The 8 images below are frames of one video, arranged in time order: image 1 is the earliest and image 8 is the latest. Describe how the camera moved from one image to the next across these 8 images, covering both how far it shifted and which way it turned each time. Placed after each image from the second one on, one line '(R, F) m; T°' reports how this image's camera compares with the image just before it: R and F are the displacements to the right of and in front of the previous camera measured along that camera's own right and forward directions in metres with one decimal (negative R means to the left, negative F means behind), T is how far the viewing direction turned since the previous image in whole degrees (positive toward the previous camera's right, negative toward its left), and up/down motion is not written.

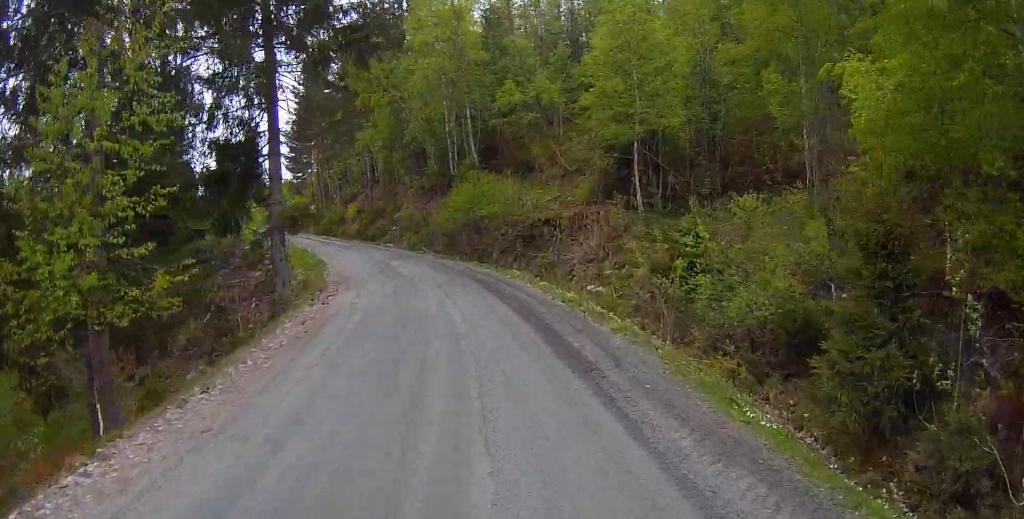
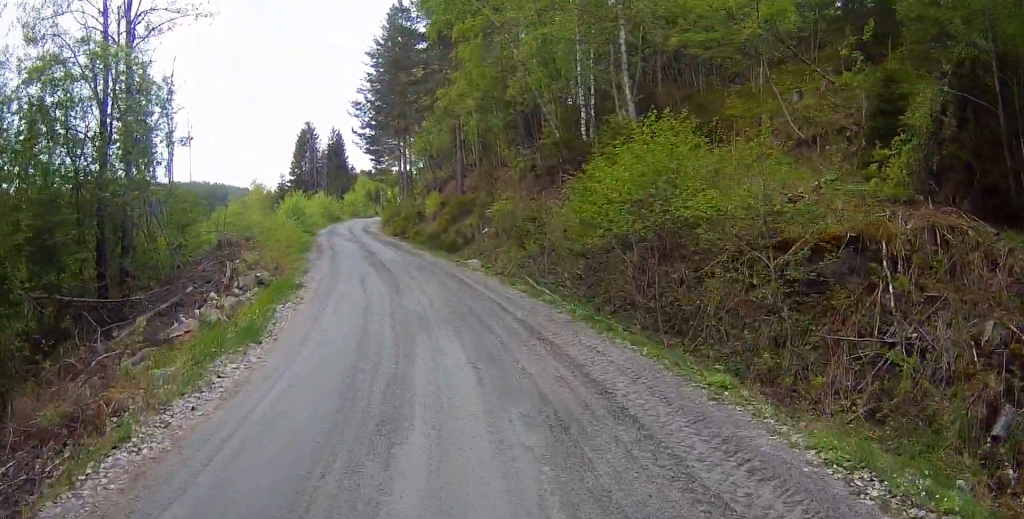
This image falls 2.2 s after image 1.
(-1.7, +17.3) m; -13°
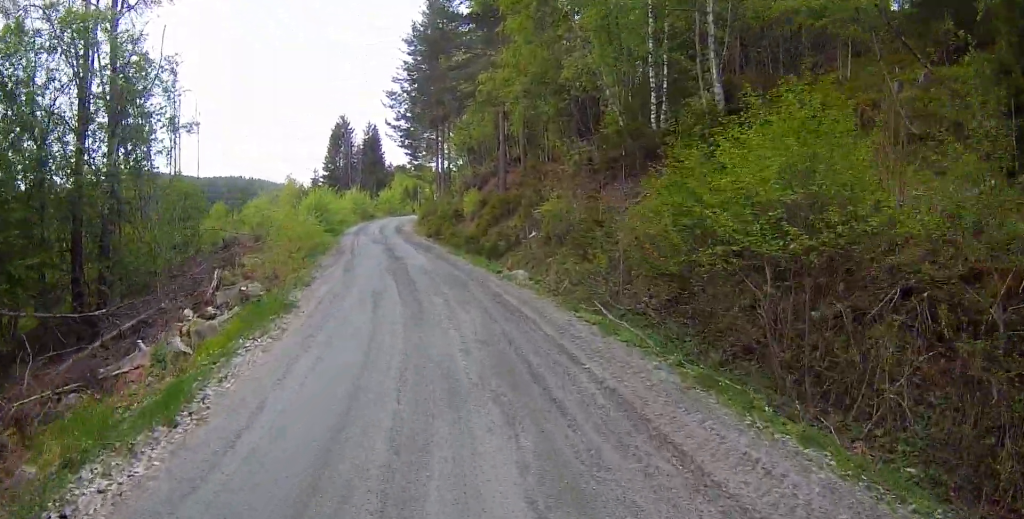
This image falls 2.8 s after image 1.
(-0.2, +4.3) m; -2°
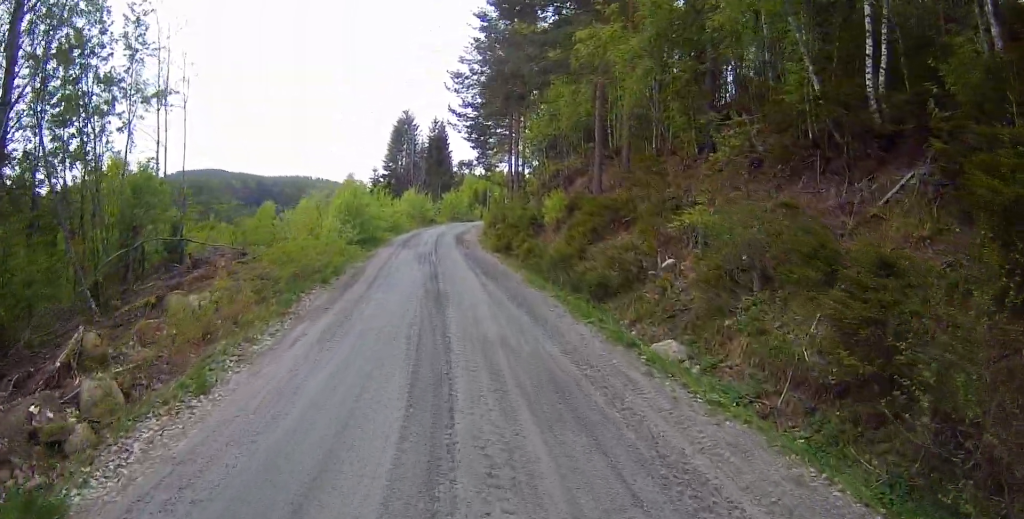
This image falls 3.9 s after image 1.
(-0.1, +9.6) m; -5°
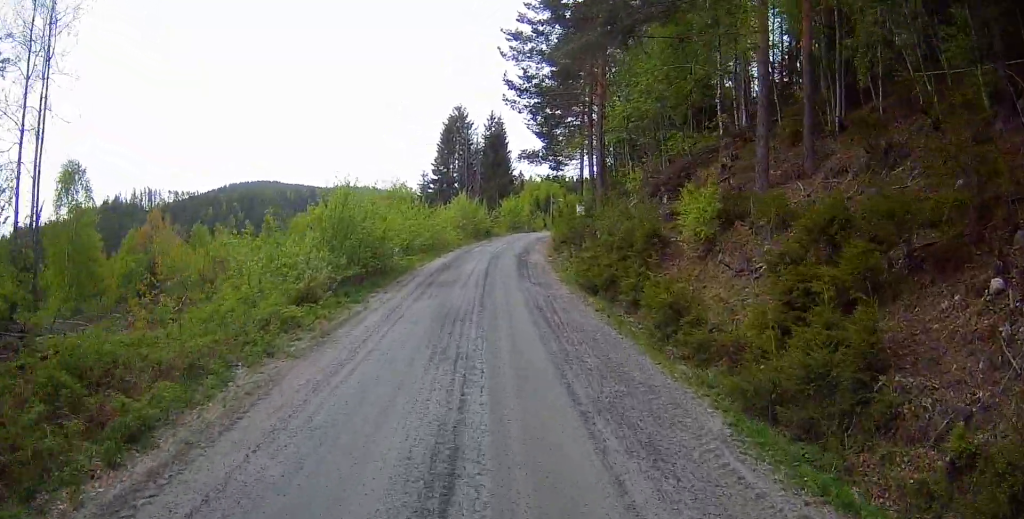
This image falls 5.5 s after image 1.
(-0.9, +12.8) m; -4°
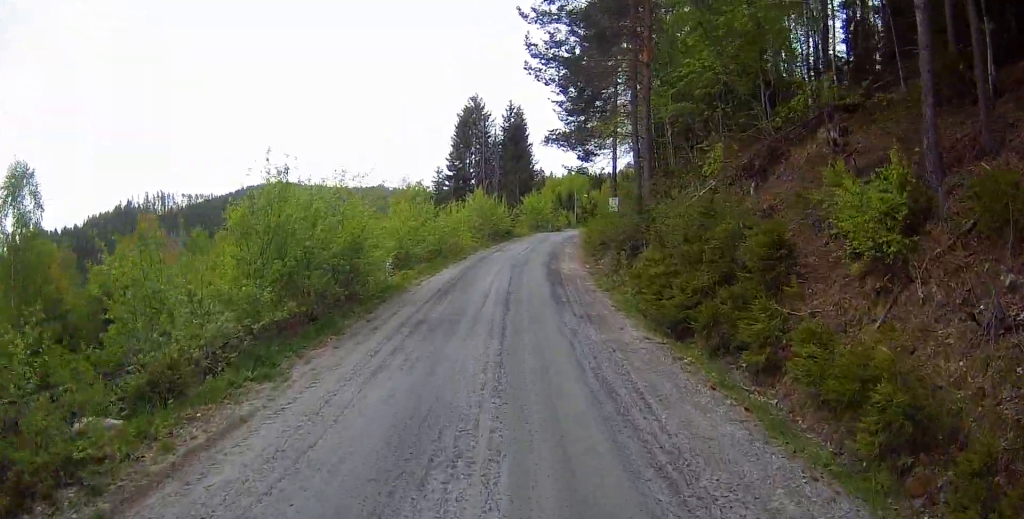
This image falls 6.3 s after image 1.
(0.0, +6.8) m; 0°
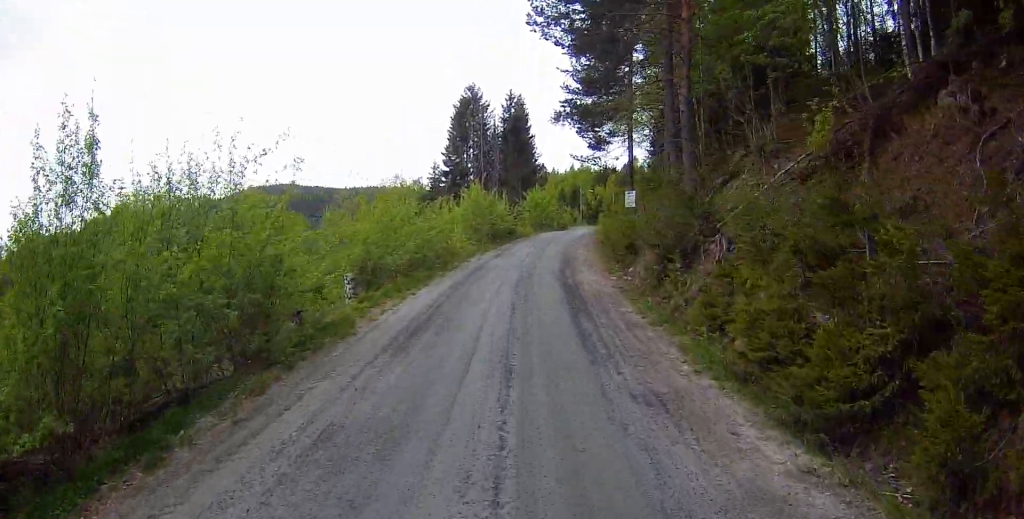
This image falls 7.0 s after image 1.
(-0.1, +5.8) m; 0°
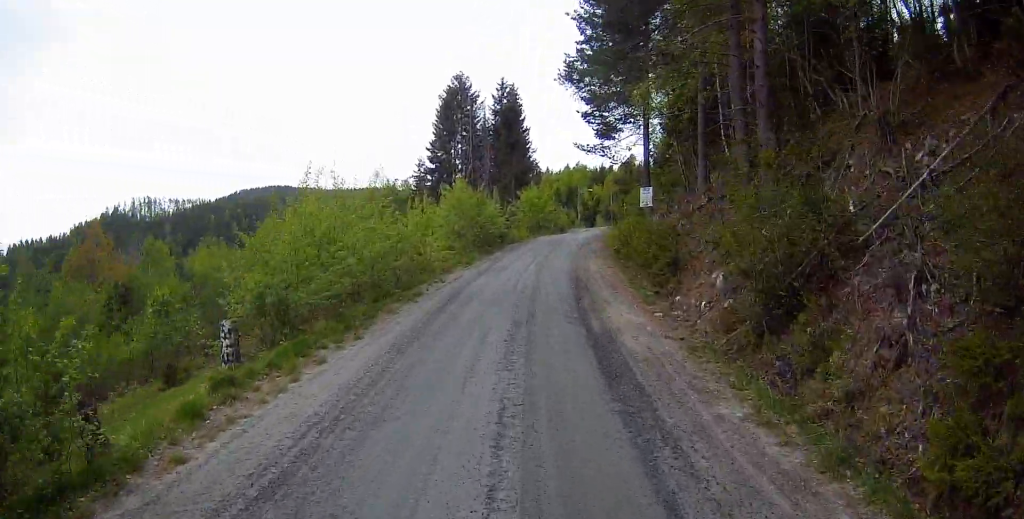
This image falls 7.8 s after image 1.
(+0.1, +6.8) m; +1°
